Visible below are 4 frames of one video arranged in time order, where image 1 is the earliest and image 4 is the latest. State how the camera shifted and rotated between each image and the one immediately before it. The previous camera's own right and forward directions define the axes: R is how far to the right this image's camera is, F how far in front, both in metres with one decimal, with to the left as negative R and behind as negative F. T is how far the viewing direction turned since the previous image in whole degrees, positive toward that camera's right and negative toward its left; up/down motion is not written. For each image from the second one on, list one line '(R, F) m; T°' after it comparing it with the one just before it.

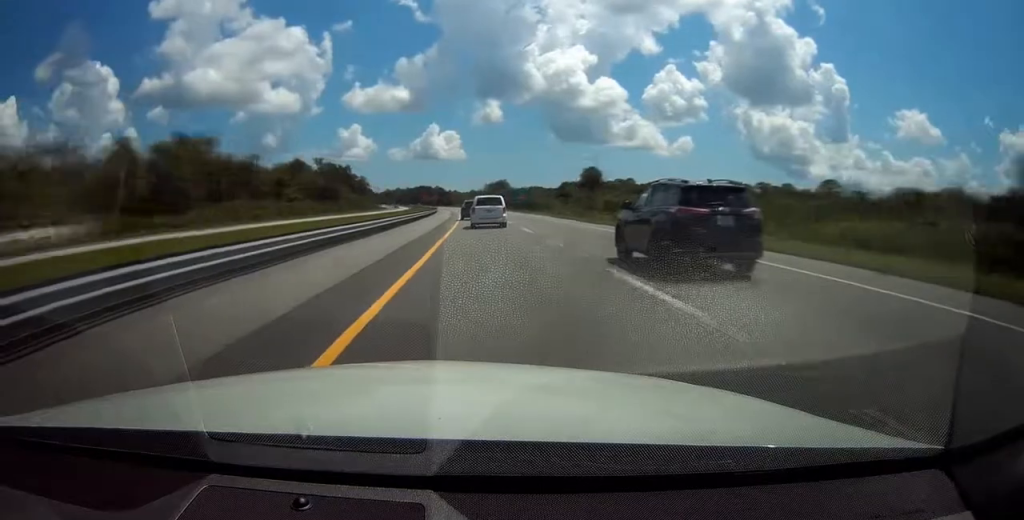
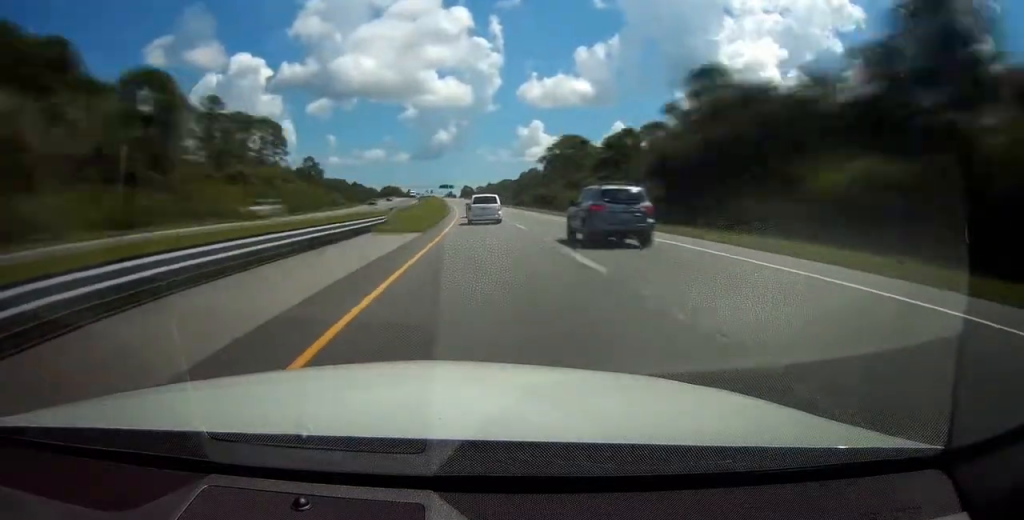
(-67.2, +475.5) m; -15°
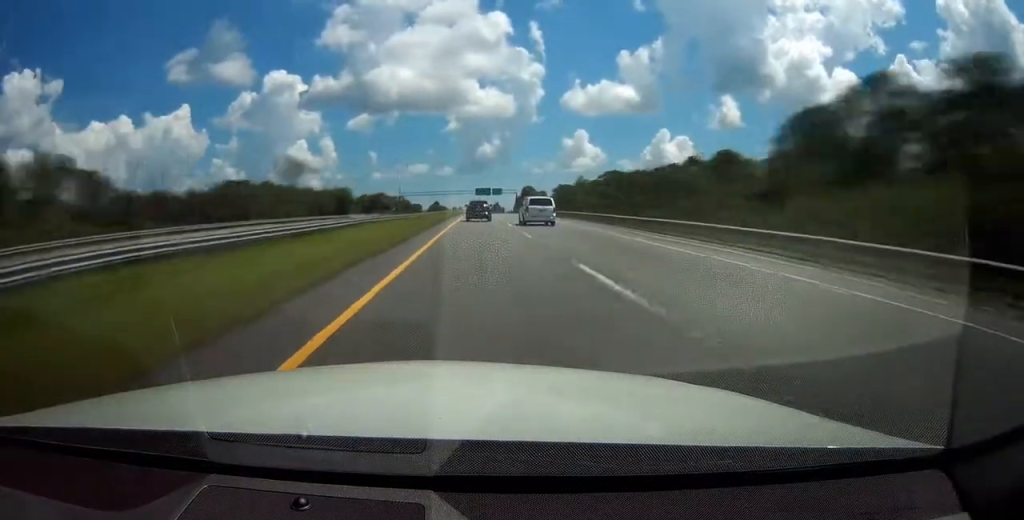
(-4.7, +133.4) m; -4°
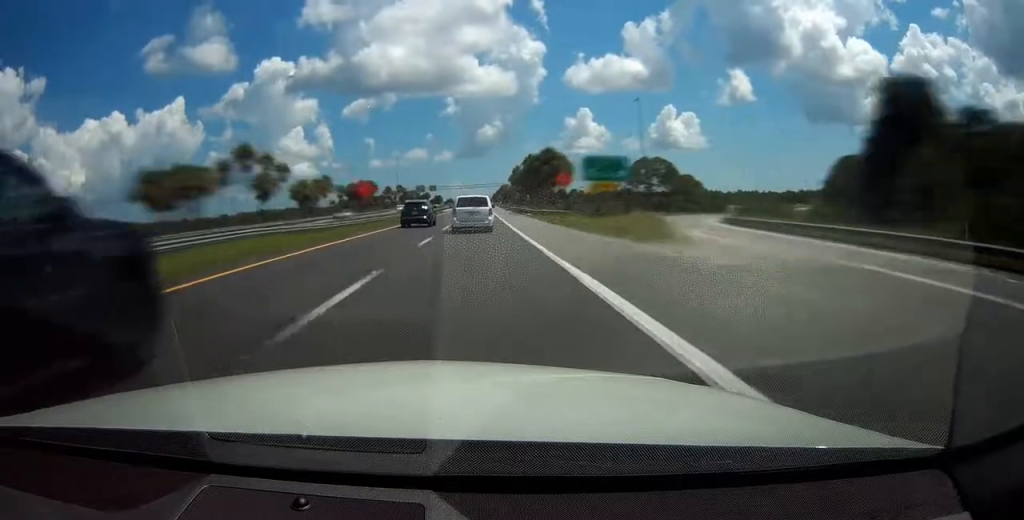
(-11.6, +351.5) m; -2°
